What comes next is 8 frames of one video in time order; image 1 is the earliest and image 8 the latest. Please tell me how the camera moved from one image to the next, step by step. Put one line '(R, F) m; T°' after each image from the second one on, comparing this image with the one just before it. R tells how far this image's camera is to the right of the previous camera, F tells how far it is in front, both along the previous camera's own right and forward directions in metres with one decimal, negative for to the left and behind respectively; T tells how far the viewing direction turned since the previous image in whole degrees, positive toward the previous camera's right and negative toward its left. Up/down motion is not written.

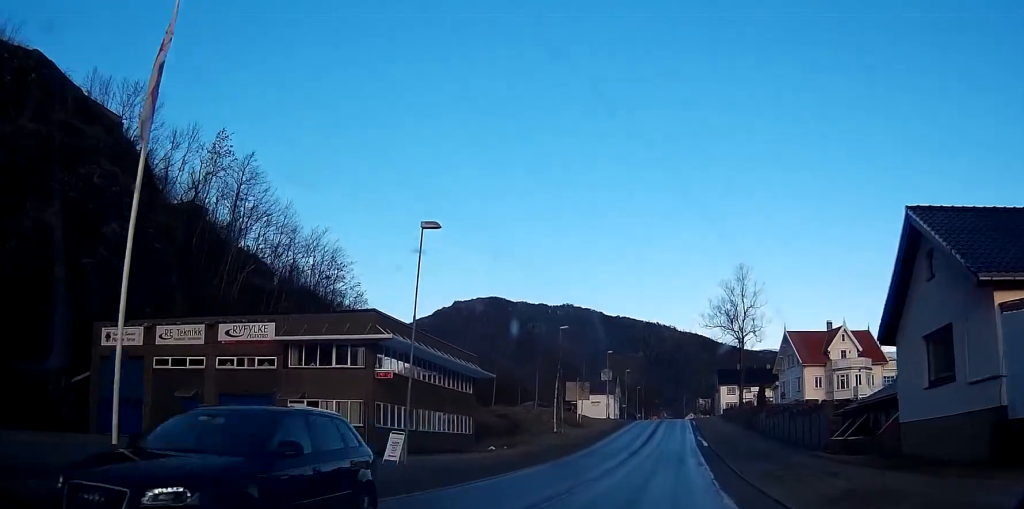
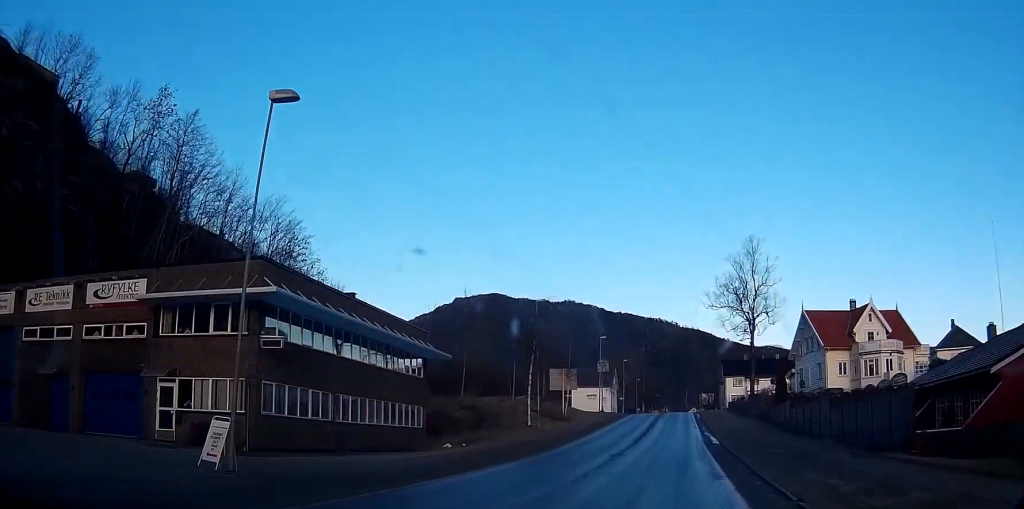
(0.0, +11.0) m; 0°
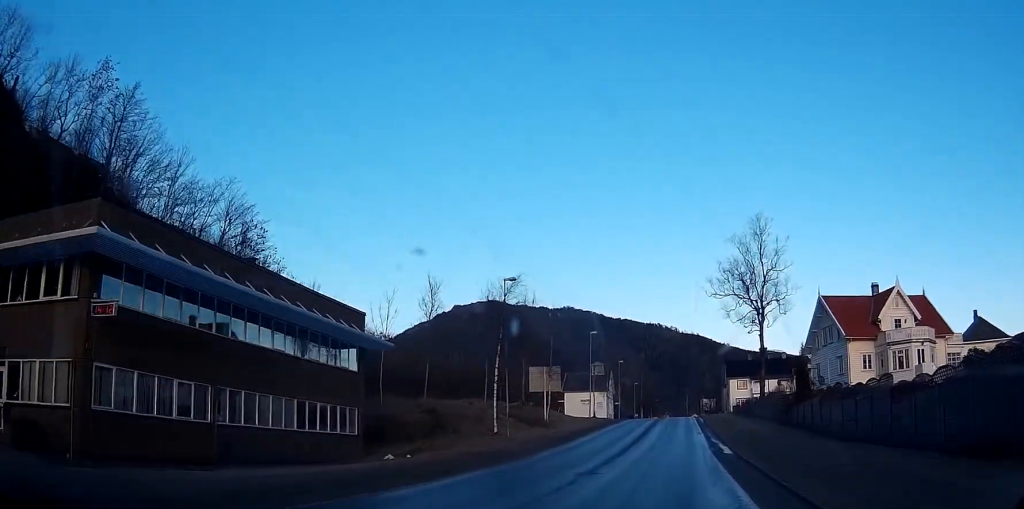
(-0.1, +9.1) m; 0°
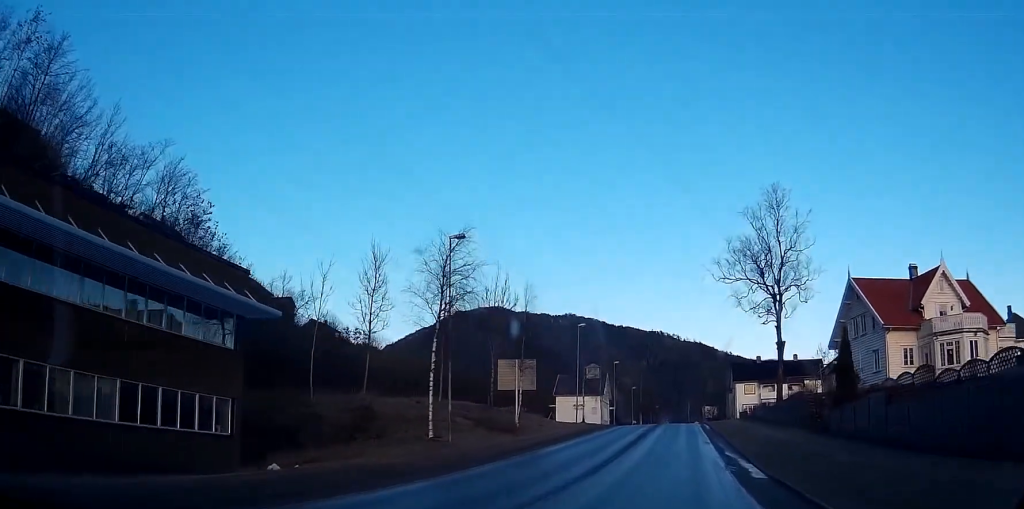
(0.0, +10.6) m; 0°
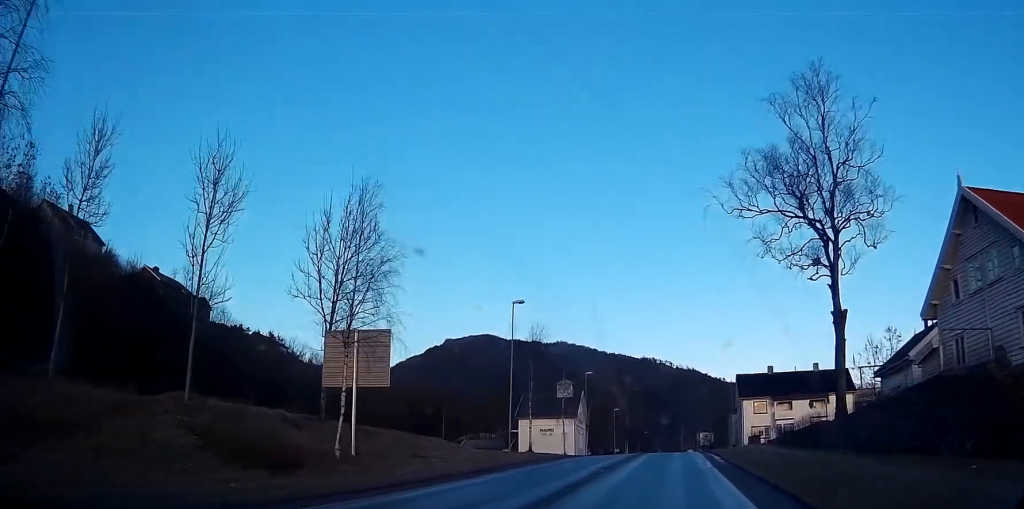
(-0.2, +23.9) m; 0°
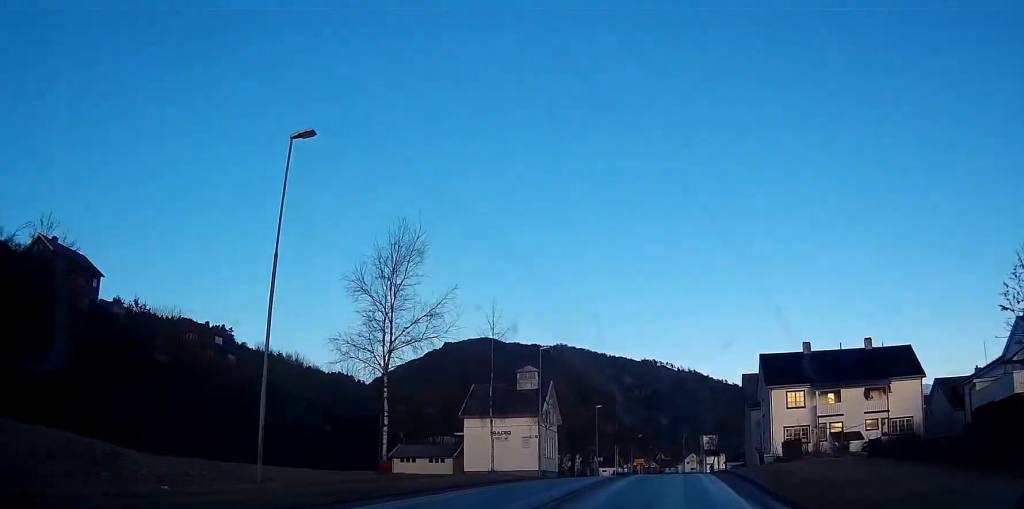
(+0.2, +26.6) m; +1°
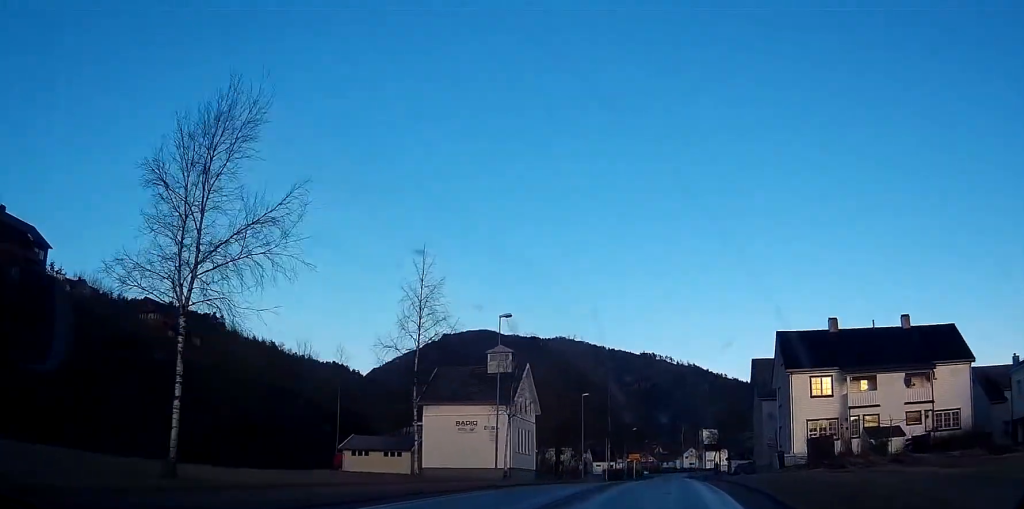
(0.0, +11.9) m; 0°
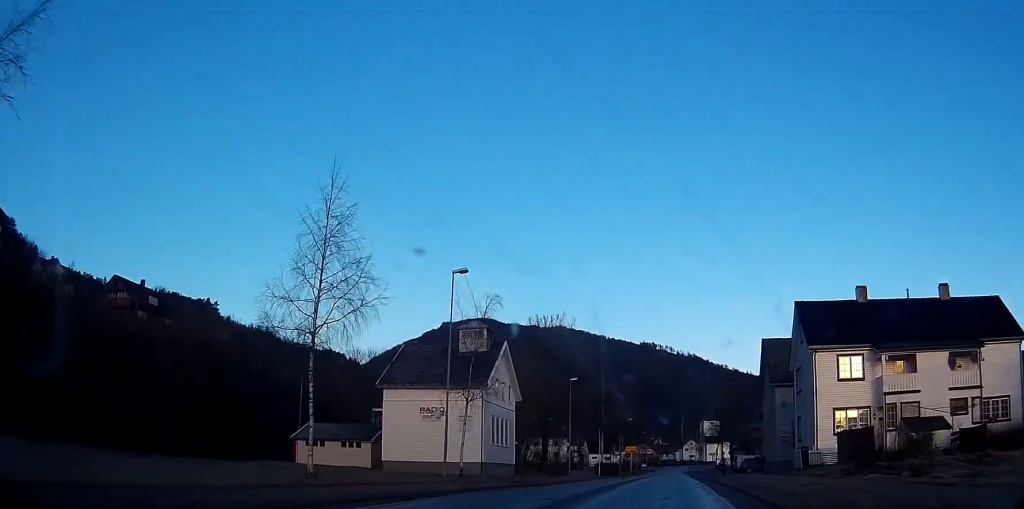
(+0.1, +8.8) m; 0°
